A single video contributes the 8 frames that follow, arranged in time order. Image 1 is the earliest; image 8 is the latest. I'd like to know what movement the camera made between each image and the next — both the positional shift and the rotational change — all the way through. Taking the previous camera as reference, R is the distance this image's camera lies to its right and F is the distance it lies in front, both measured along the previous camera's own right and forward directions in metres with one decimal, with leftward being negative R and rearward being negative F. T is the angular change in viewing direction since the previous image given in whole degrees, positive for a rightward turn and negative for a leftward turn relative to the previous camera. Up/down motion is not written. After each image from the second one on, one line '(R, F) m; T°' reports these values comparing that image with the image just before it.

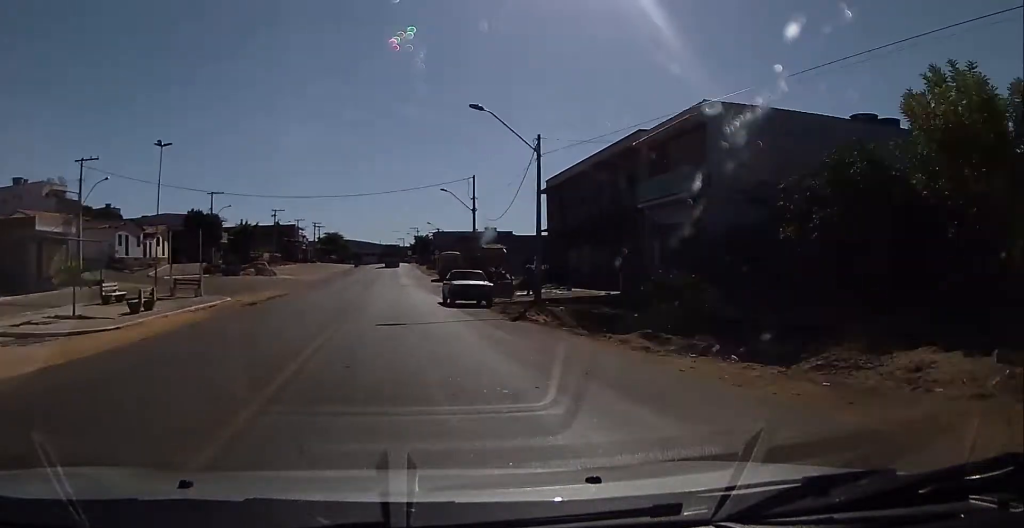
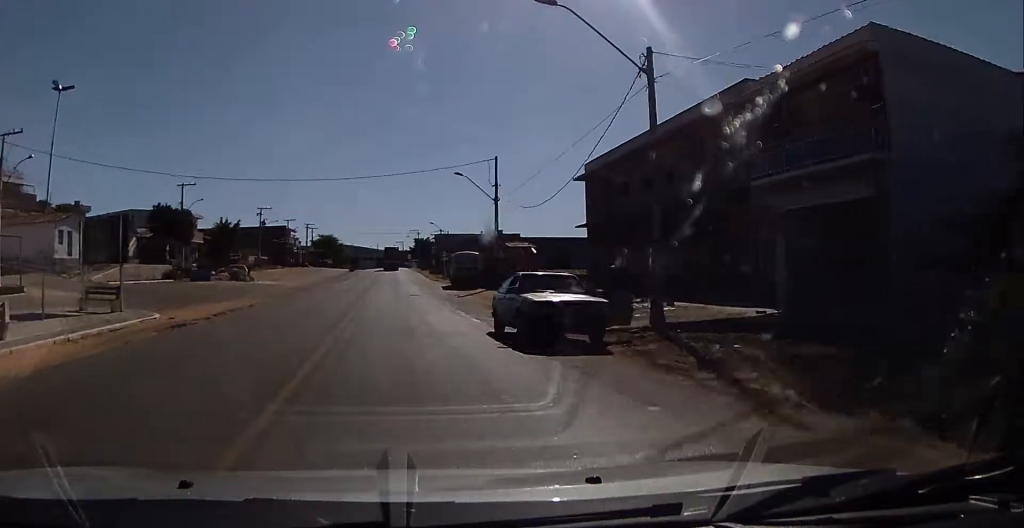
(+0.3, +12.8) m; 0°
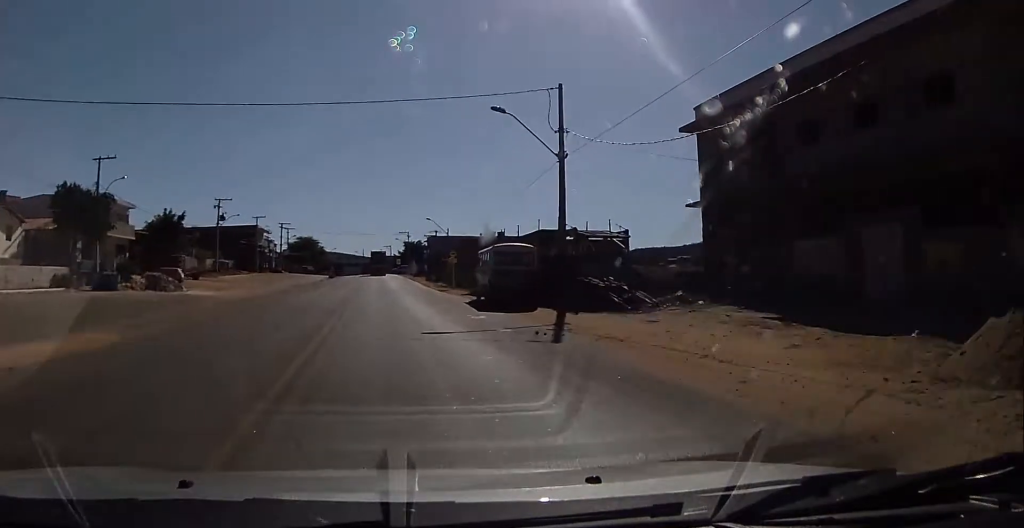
(-0.5, +20.8) m; -2°
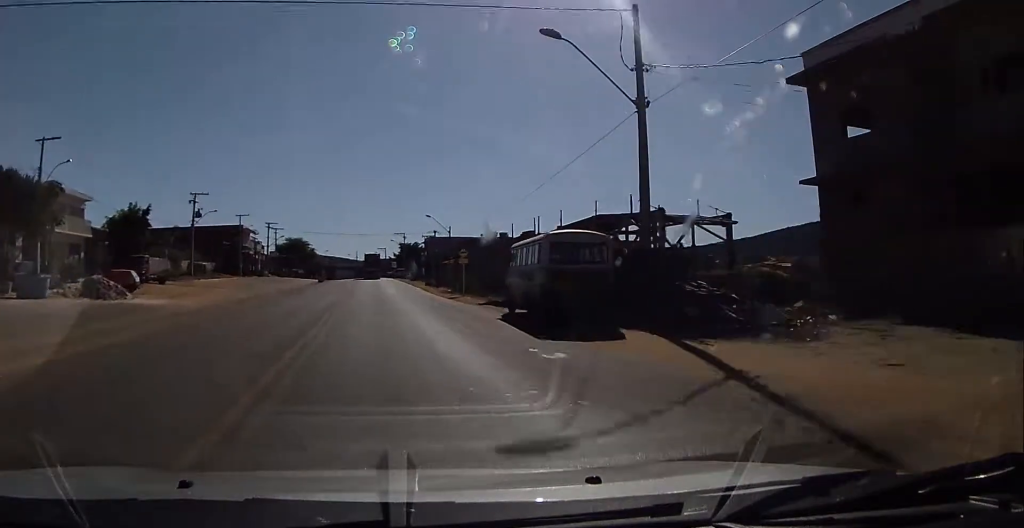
(0.0, +9.7) m; 0°
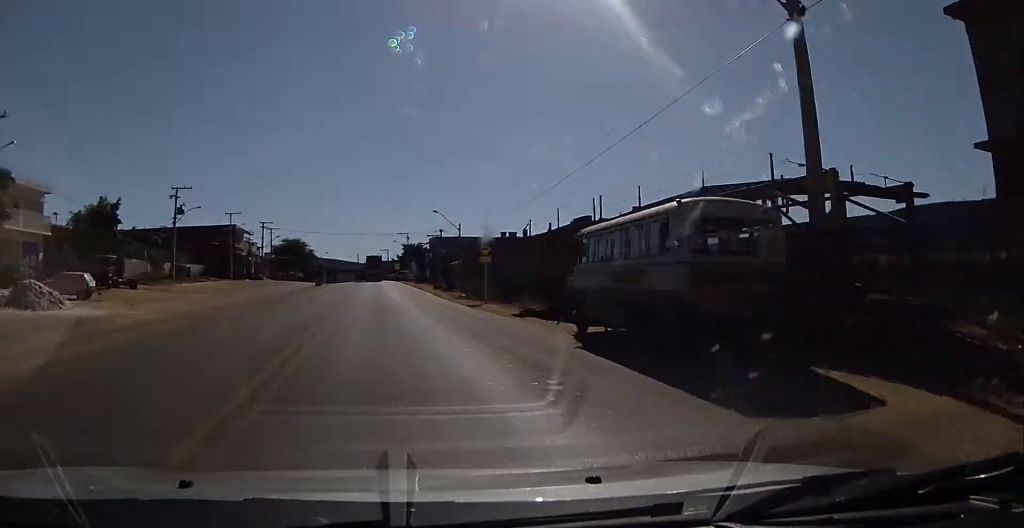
(0.0, +7.9) m; 0°
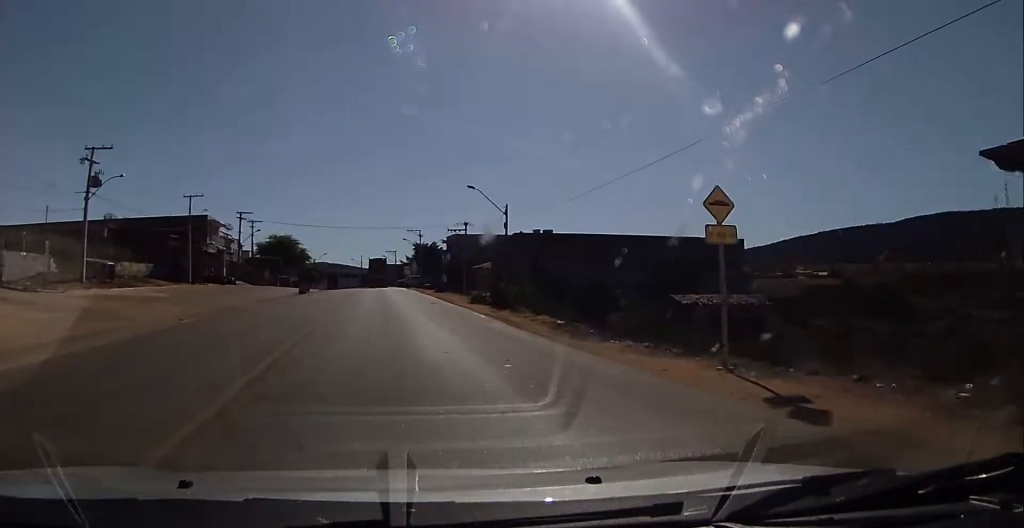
(+0.3, +23.6) m; +2°
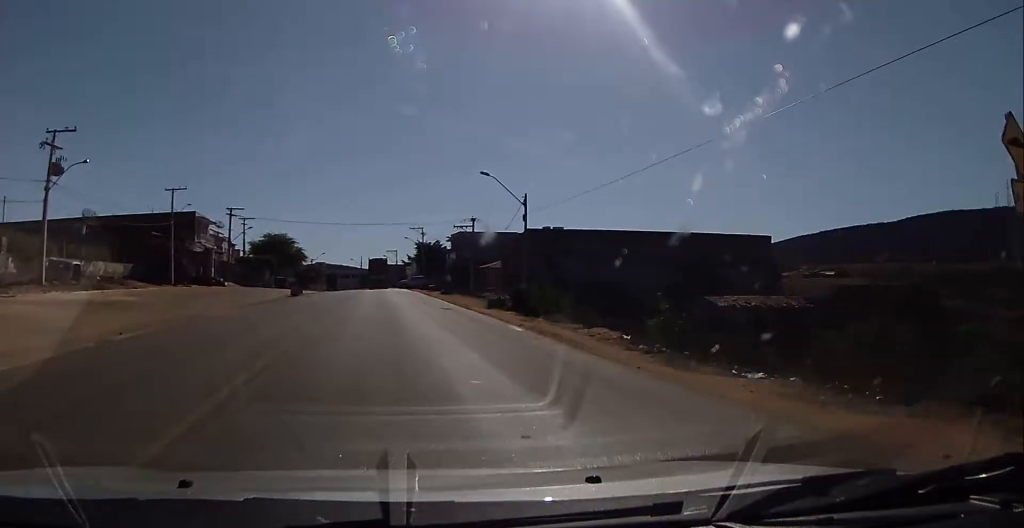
(+0.2, +6.4) m; 0°
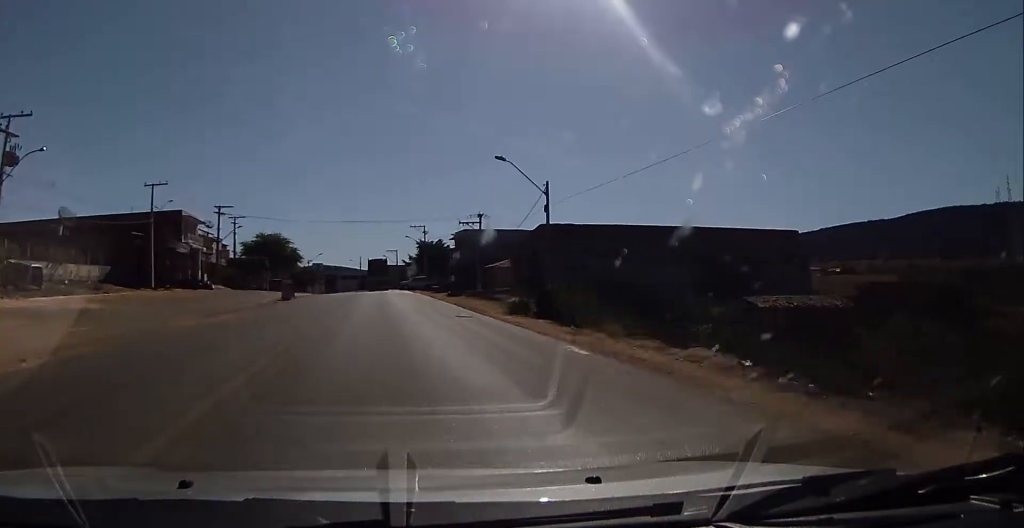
(+0.1, +5.9) m; 0°
